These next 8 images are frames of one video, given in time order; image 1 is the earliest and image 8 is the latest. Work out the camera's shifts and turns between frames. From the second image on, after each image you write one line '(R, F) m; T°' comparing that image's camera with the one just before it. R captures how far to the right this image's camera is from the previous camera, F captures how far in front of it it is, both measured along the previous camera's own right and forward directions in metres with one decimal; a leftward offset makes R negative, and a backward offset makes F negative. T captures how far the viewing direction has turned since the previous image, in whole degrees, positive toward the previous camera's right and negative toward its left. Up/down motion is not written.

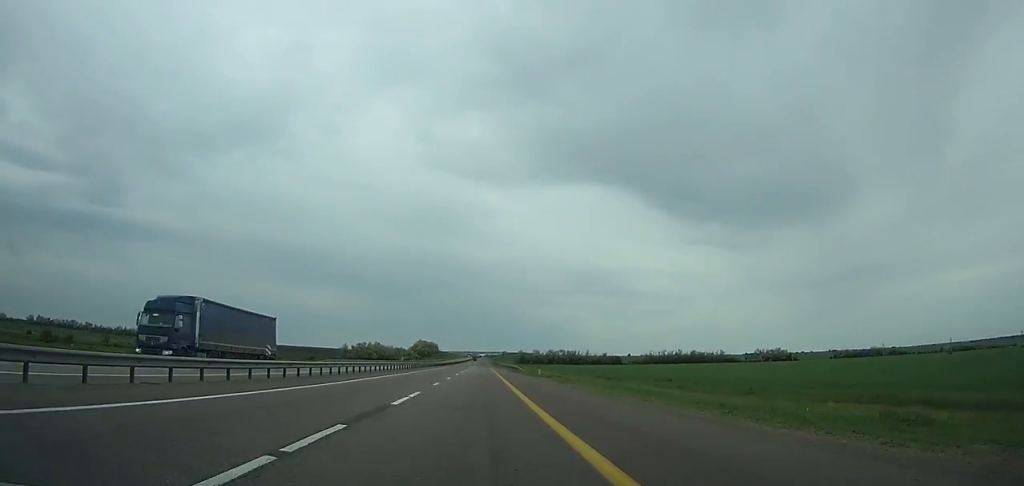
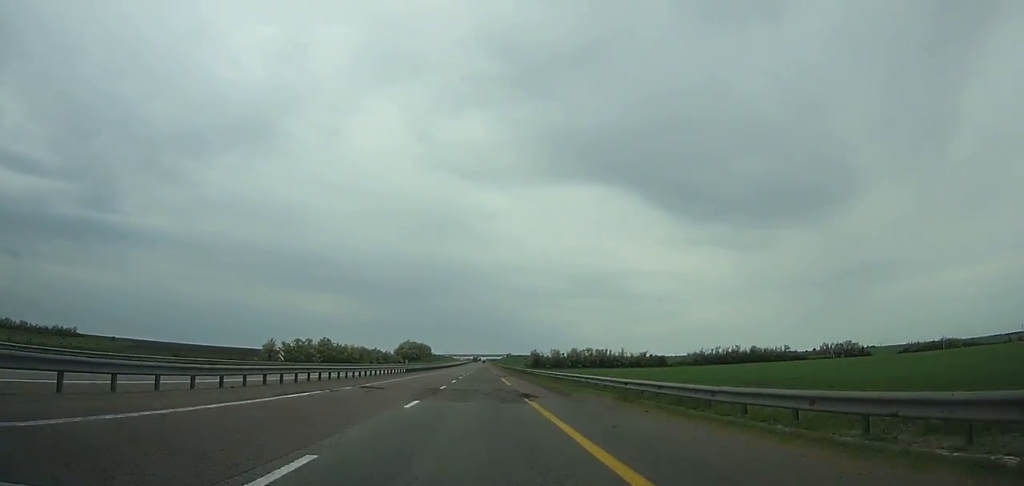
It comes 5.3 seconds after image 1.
(-0.7, +124.5) m; 0°
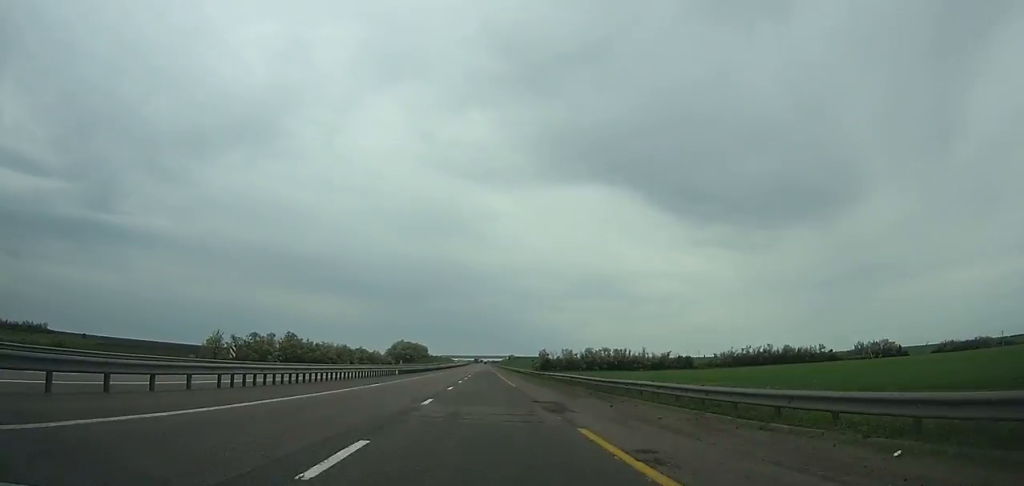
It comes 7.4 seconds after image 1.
(0.0, +50.1) m; 0°
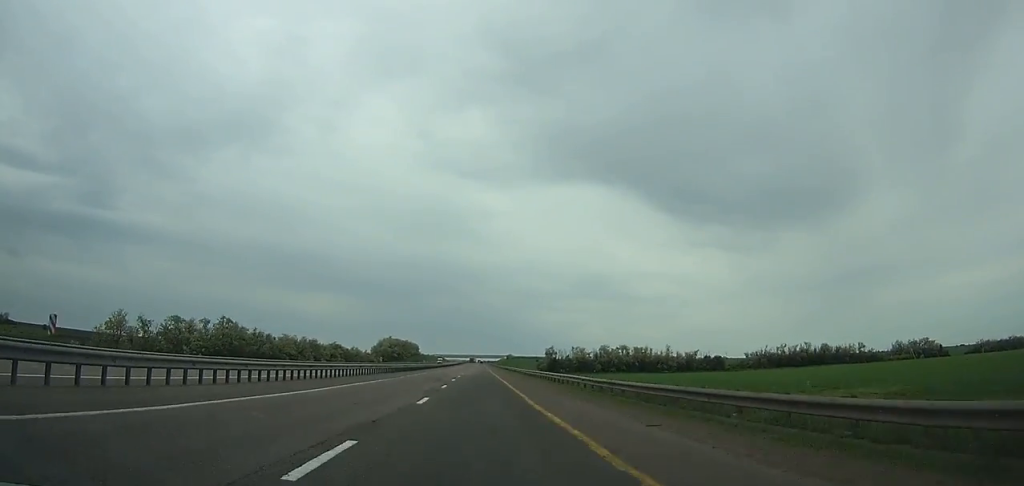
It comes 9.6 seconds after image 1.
(+0.1, +52.3) m; 0°
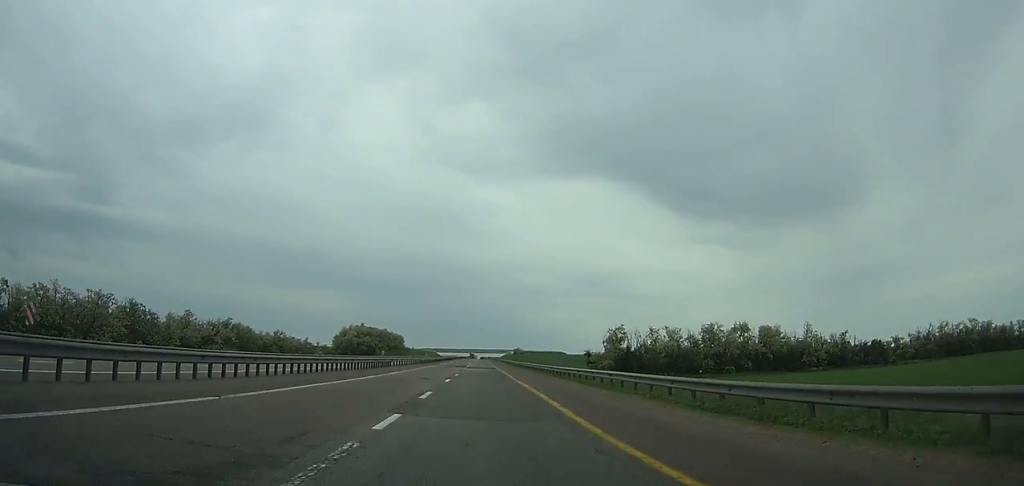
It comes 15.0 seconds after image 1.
(-0.1, +123.8) m; 0°
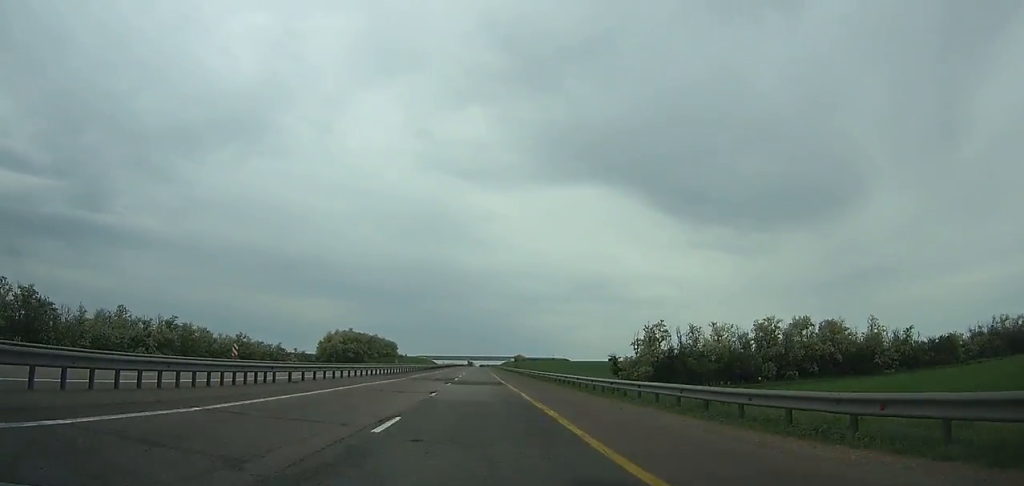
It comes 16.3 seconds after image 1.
(+0.1, +28.2) m; 0°
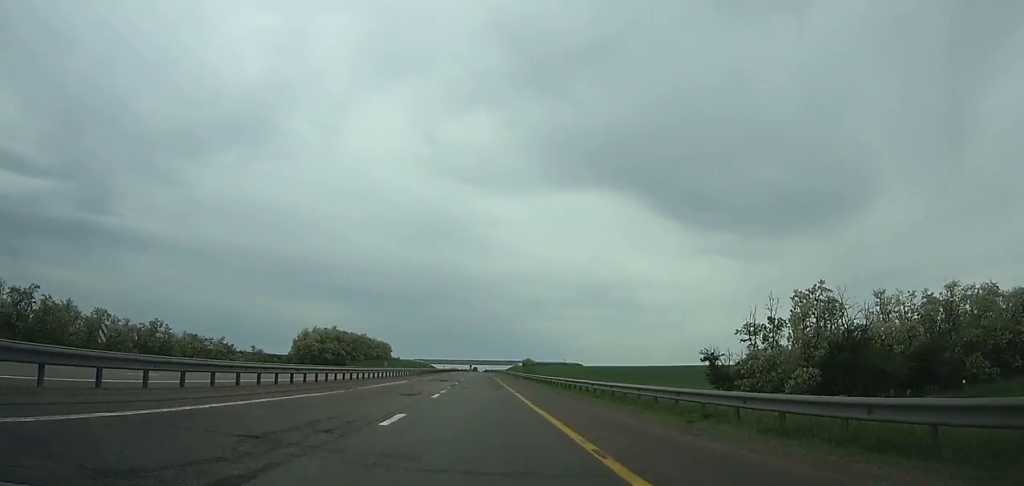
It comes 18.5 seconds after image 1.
(+0.1, +47.0) m; 0°
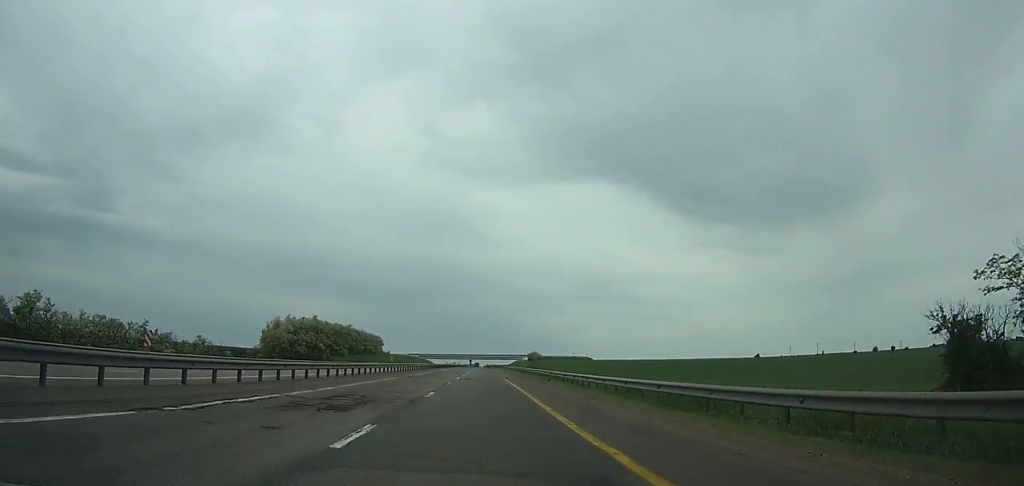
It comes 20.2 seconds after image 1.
(-0.1, +34.2) m; 0°
